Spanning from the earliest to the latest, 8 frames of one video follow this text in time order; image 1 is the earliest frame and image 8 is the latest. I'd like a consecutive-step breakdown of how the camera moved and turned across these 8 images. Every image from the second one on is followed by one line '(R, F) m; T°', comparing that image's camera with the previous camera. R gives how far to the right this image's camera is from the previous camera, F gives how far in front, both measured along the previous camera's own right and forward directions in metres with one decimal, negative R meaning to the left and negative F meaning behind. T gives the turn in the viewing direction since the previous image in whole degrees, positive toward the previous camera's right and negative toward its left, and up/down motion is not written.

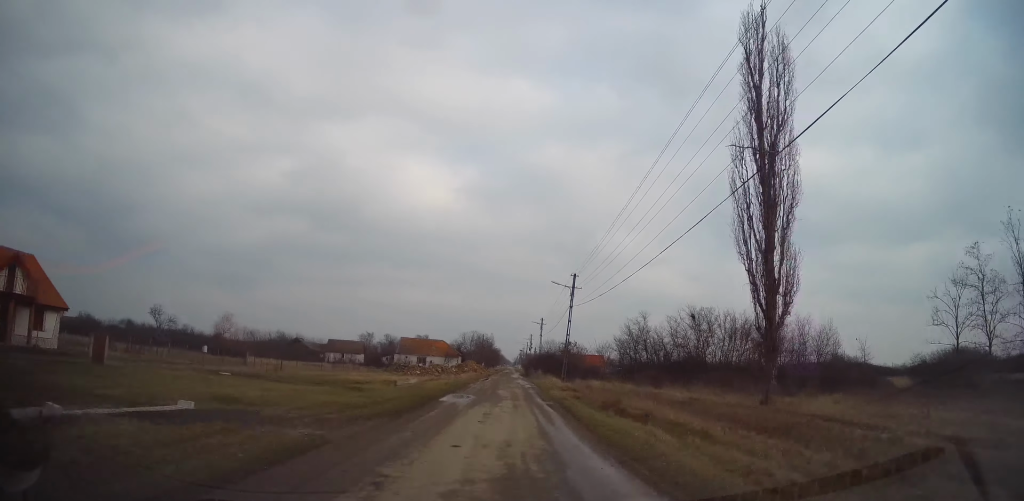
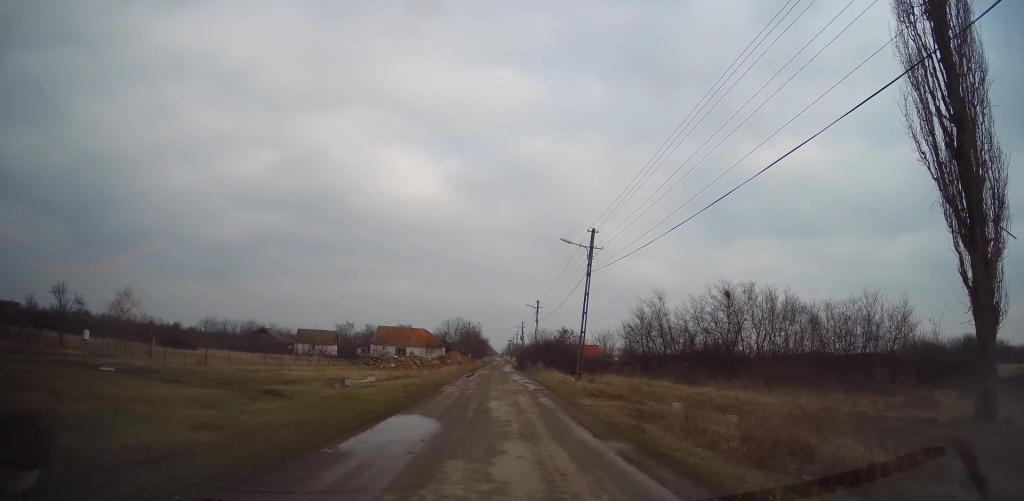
(+0.5, +11.0) m; 0°
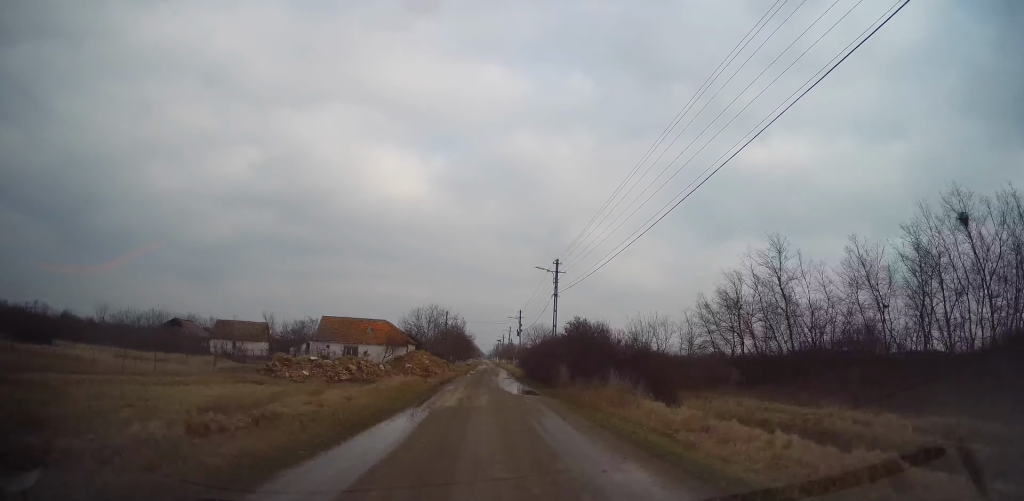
(0.0, +26.9) m; +2°
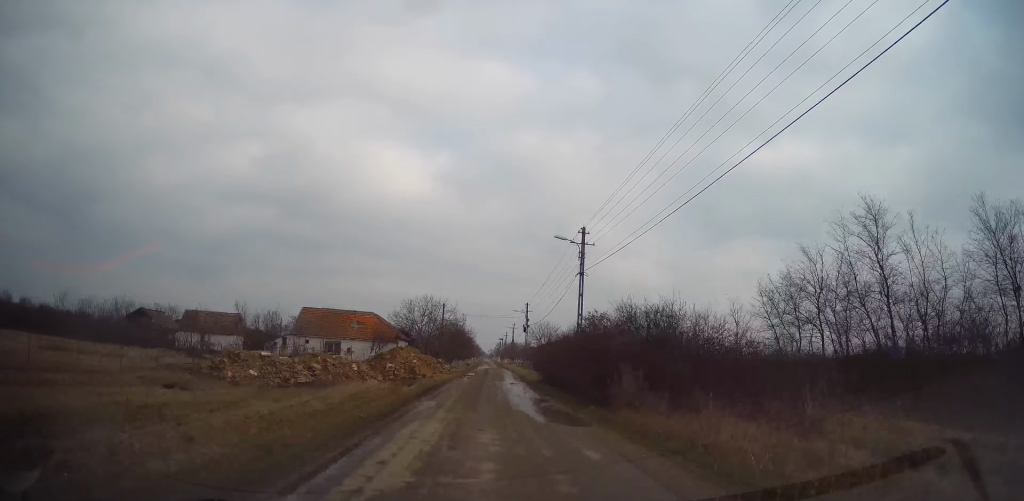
(+0.1, +8.7) m; 0°
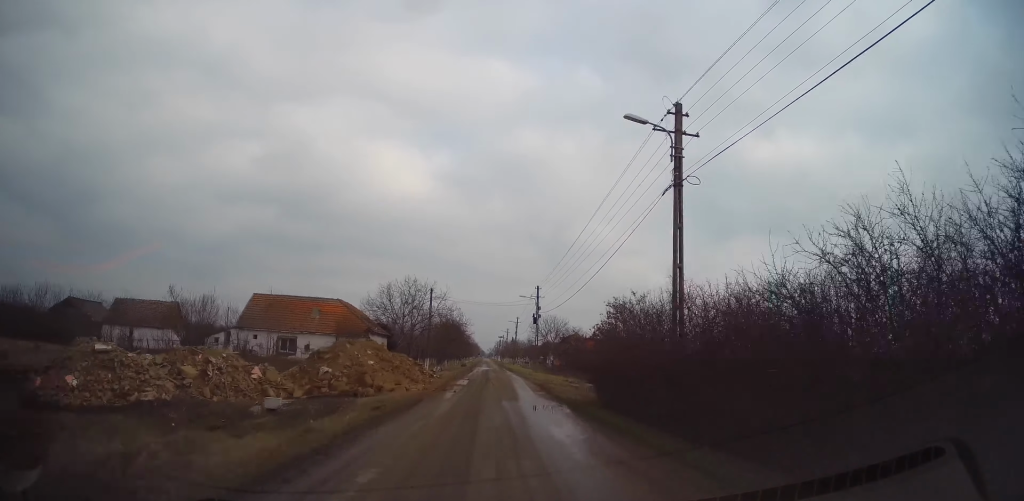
(-0.2, +13.8) m; 0°
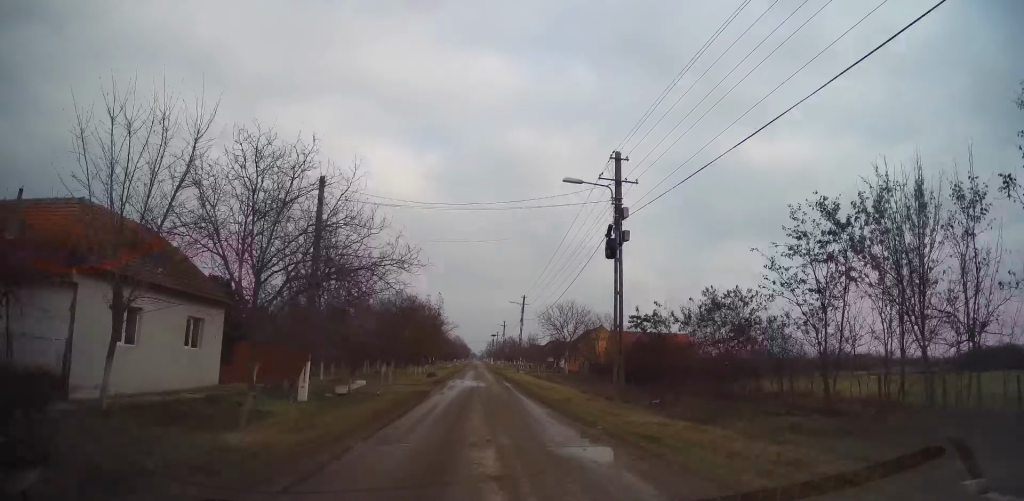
(+0.7, +33.2) m; +1°
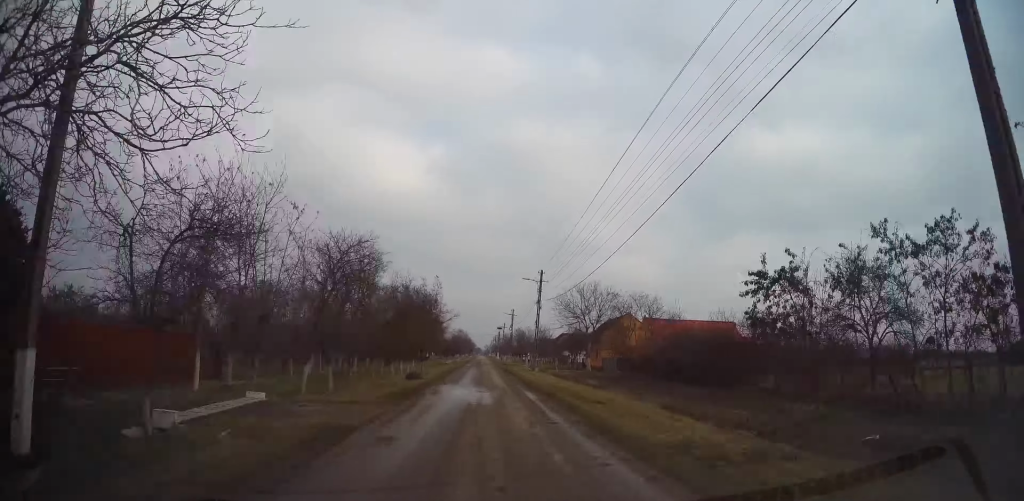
(-0.3, +13.2) m; 0°
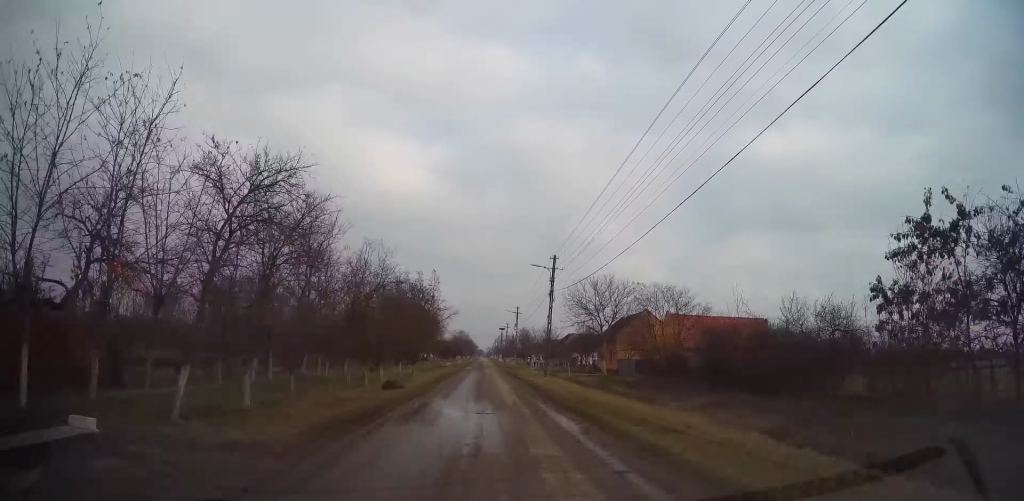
(+0.2, +7.0) m; +1°
